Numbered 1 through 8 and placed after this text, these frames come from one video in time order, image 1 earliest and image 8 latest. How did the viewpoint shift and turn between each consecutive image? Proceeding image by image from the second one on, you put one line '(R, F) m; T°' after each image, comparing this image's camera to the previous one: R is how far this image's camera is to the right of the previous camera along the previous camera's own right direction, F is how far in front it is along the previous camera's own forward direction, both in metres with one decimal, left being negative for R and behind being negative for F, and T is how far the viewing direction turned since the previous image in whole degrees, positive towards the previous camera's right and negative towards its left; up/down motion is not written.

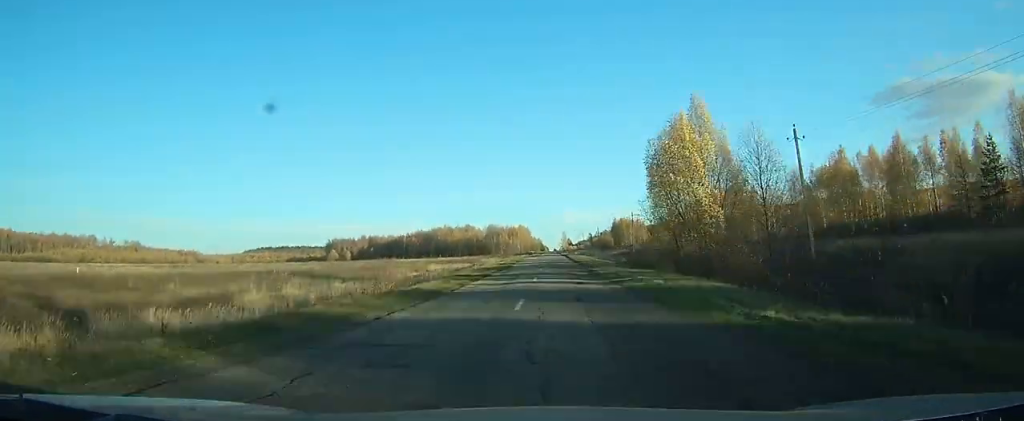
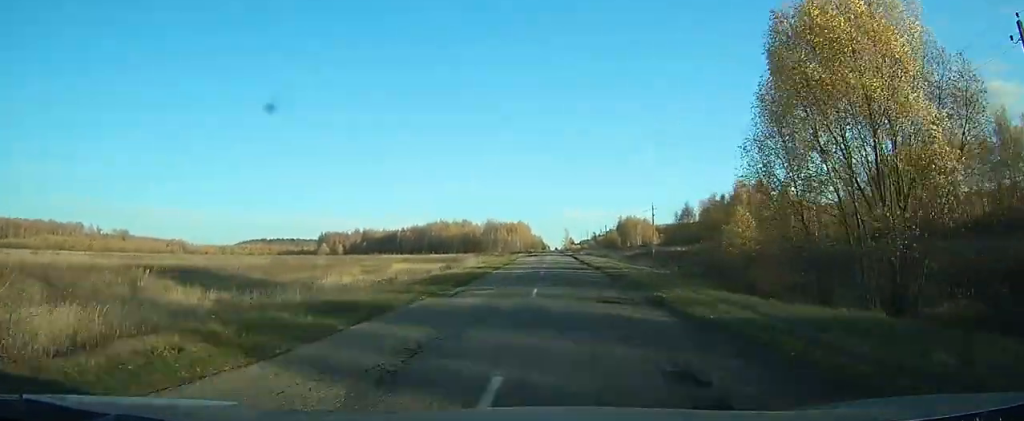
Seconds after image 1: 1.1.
(-0.7, +23.8) m; -1°
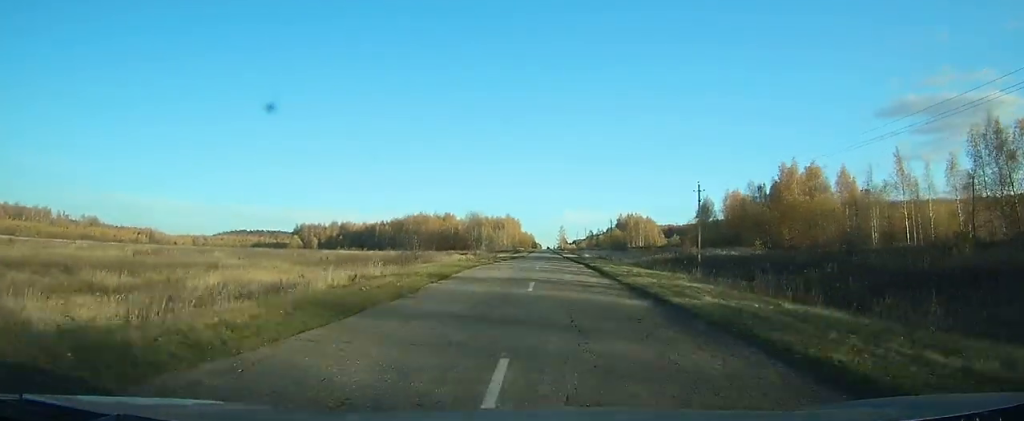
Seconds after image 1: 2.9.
(+0.4, +37.8) m; +1°
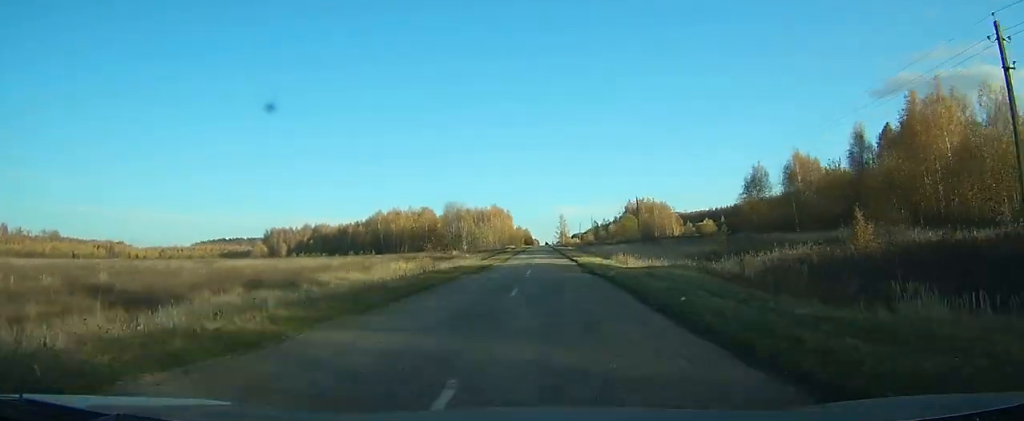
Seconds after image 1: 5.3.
(+0.3, +49.3) m; 0°
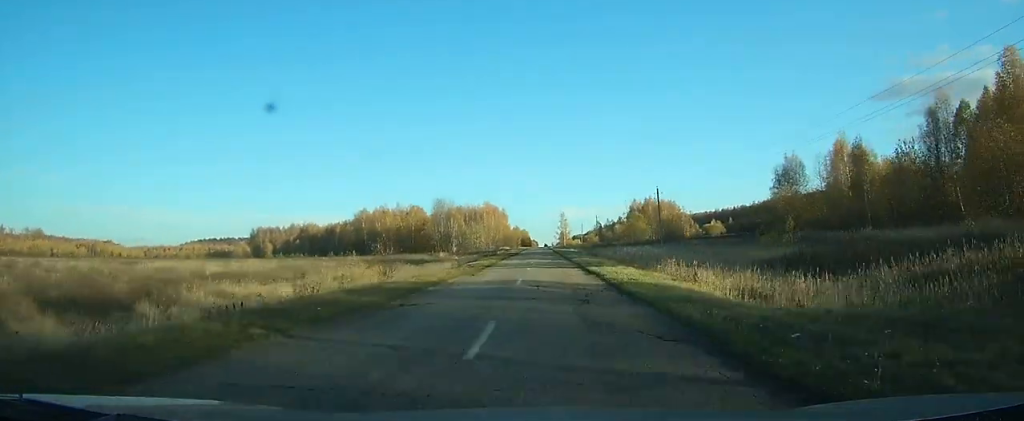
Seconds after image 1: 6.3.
(0.0, +18.1) m; 0°
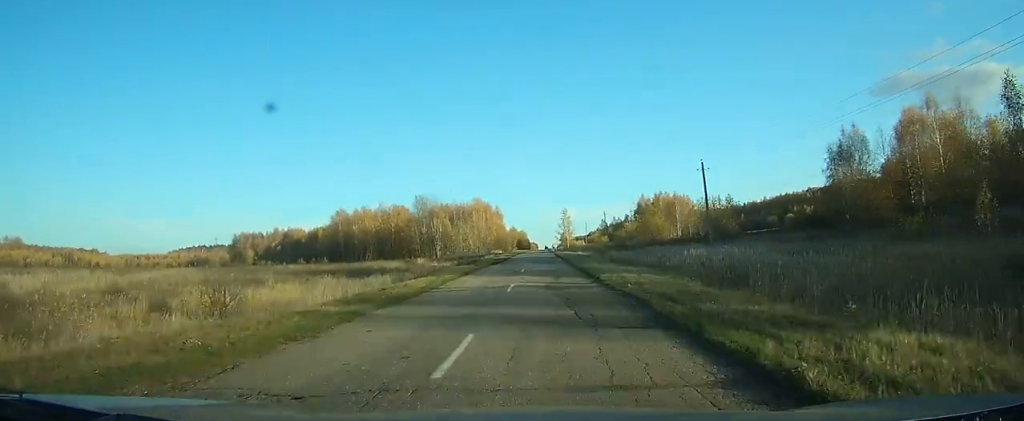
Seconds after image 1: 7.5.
(0.0, +23.1) m; 0°
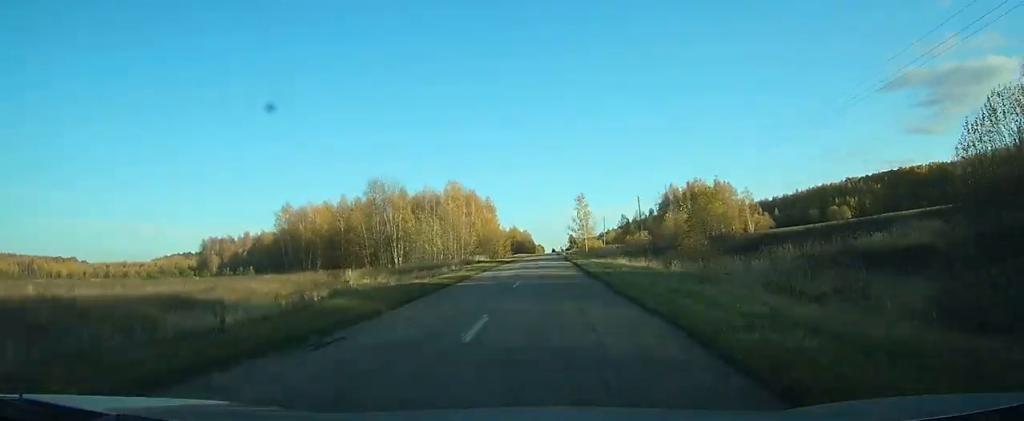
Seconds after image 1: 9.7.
(-0.1, +40.1) m; 0°
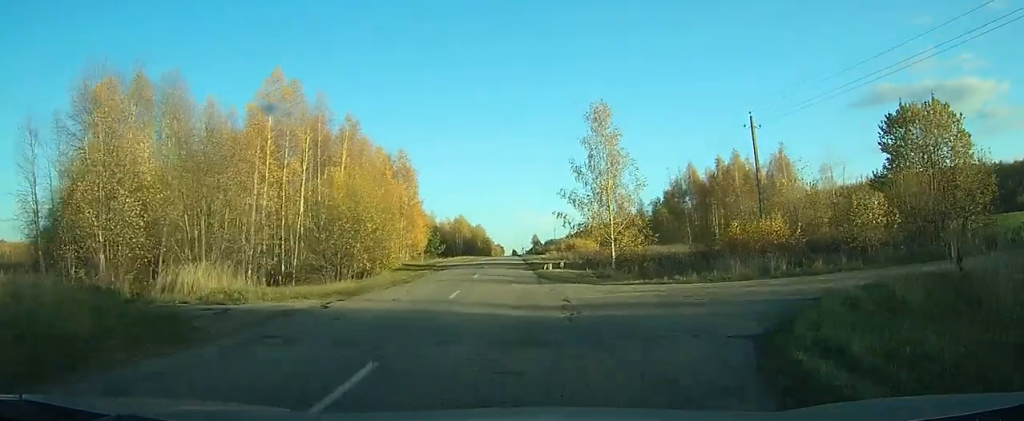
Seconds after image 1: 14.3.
(+0.2, +61.1) m; +9°
